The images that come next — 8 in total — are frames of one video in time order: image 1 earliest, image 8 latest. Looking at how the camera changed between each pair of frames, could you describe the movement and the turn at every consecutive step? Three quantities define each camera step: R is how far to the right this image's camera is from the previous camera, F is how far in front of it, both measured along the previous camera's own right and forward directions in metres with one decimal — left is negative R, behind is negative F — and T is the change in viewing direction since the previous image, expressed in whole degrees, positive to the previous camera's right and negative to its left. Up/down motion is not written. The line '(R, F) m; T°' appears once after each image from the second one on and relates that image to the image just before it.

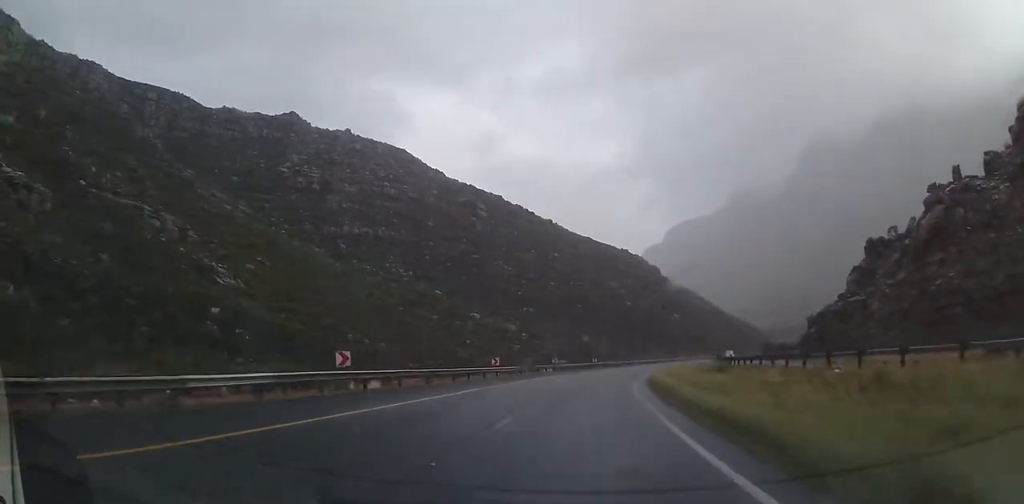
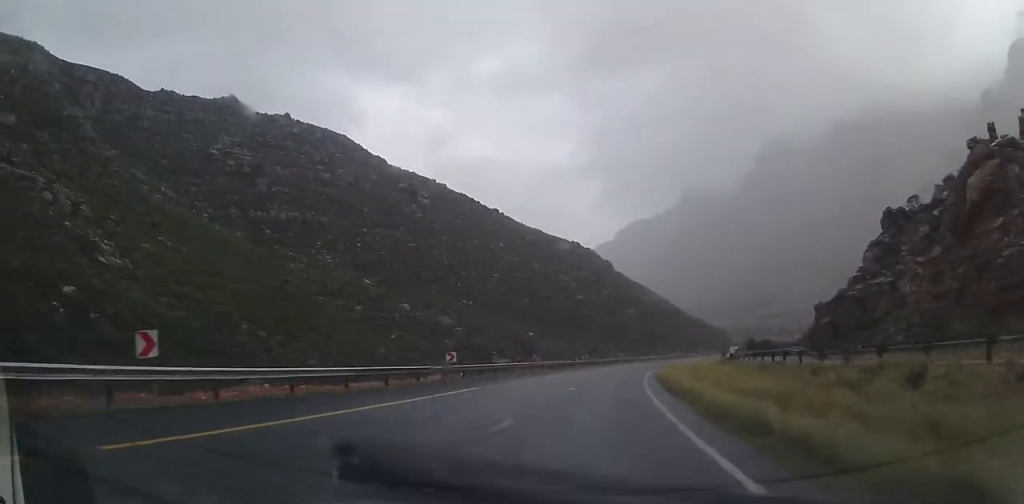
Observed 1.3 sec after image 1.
(+1.1, +36.3) m; +6°
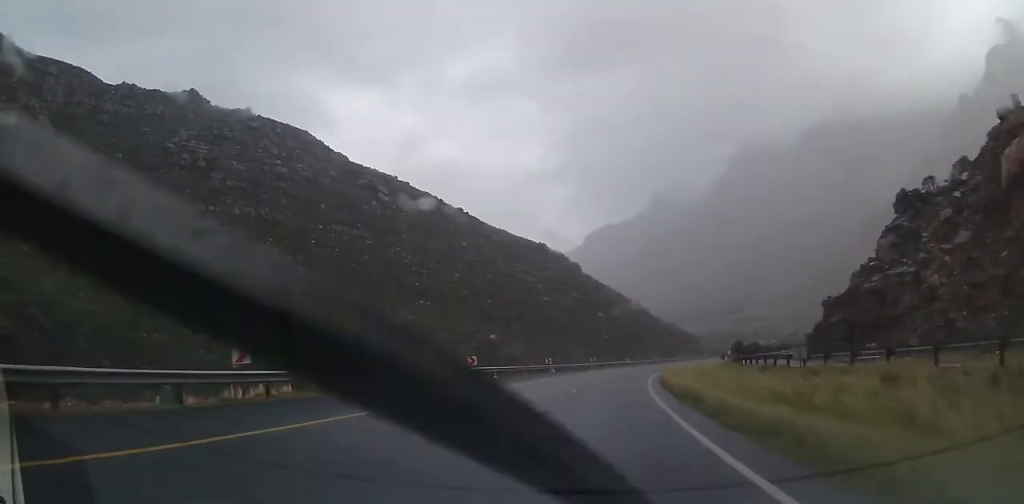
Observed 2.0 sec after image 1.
(+1.5, +20.1) m; +3°
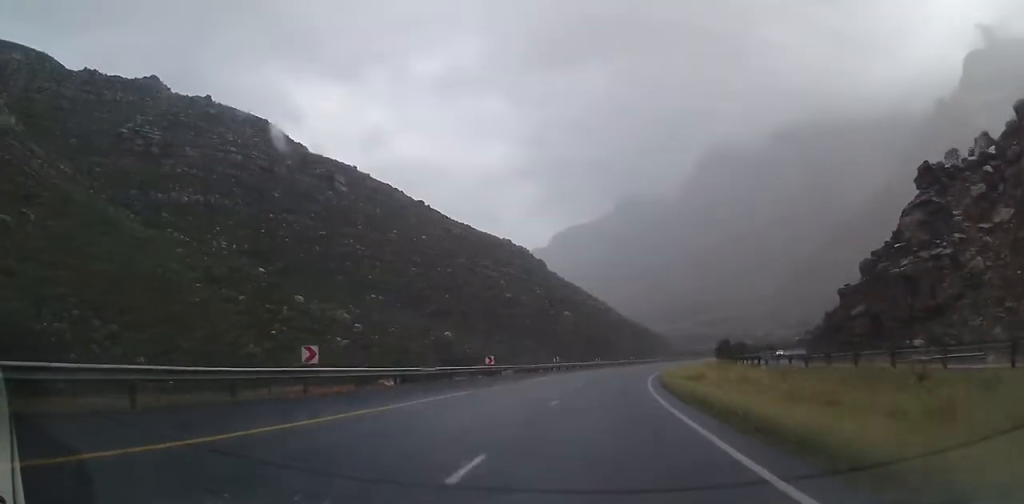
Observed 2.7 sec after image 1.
(+0.4, +20.1) m; +3°
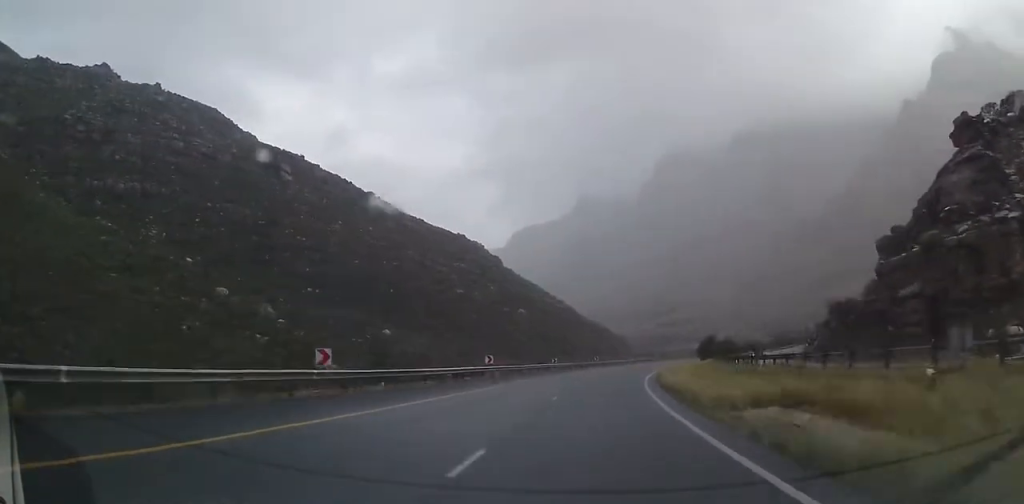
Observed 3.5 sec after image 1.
(+0.4, +22.9) m; +4°
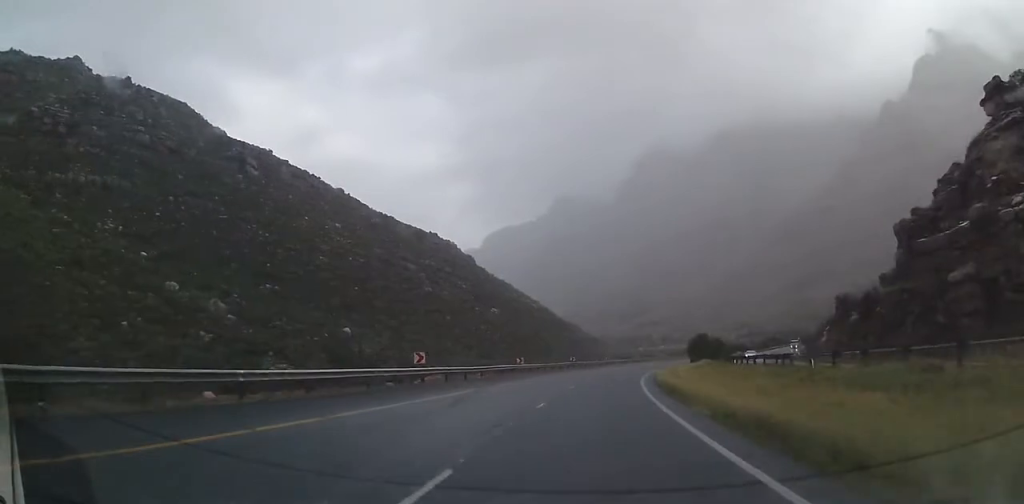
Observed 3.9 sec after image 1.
(+0.9, +13.4) m; +2°
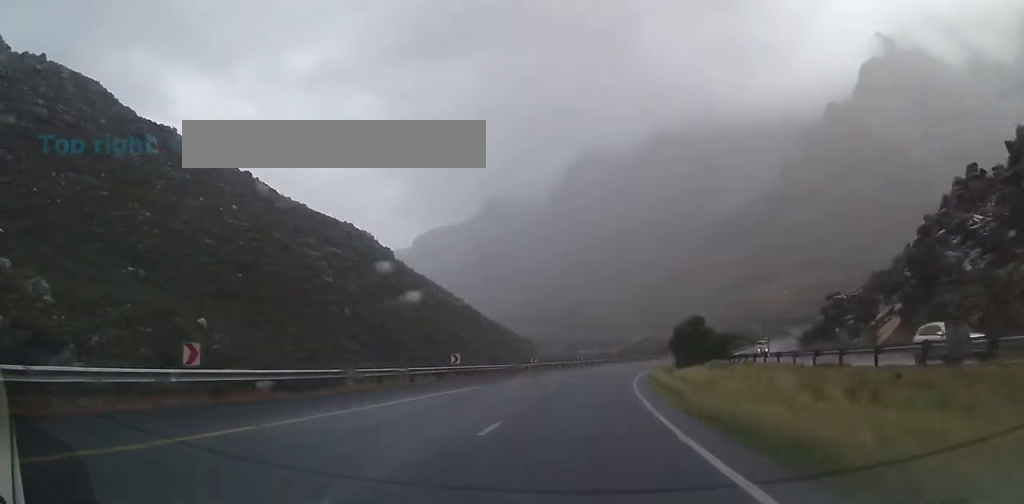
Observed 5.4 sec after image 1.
(+1.6, +41.3) m; +6°
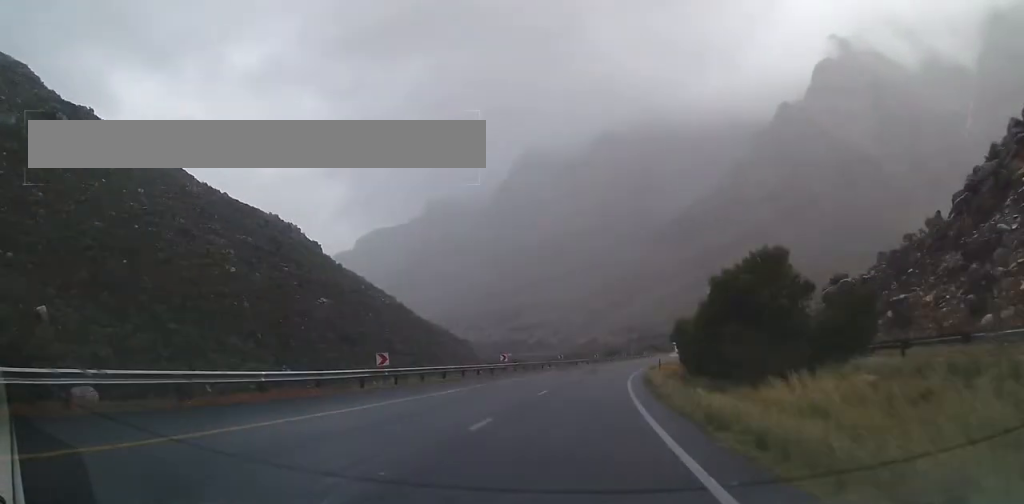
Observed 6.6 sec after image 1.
(+2.6, +34.4) m; +9°
